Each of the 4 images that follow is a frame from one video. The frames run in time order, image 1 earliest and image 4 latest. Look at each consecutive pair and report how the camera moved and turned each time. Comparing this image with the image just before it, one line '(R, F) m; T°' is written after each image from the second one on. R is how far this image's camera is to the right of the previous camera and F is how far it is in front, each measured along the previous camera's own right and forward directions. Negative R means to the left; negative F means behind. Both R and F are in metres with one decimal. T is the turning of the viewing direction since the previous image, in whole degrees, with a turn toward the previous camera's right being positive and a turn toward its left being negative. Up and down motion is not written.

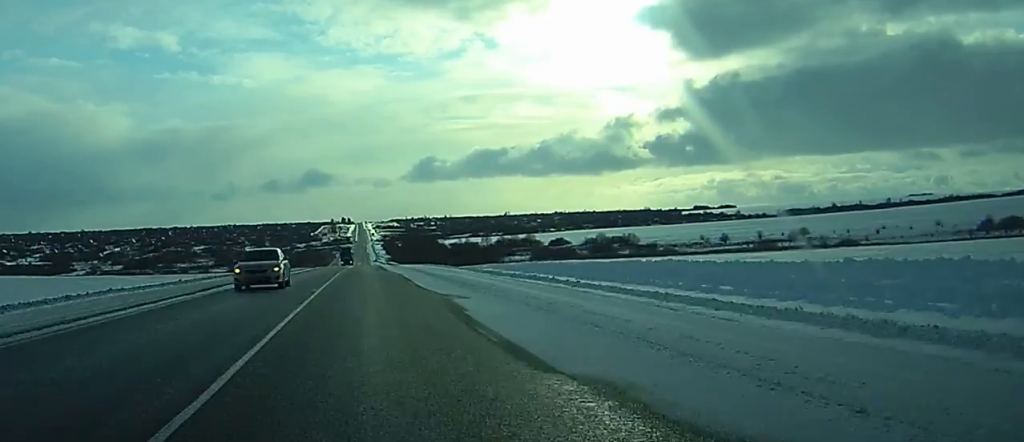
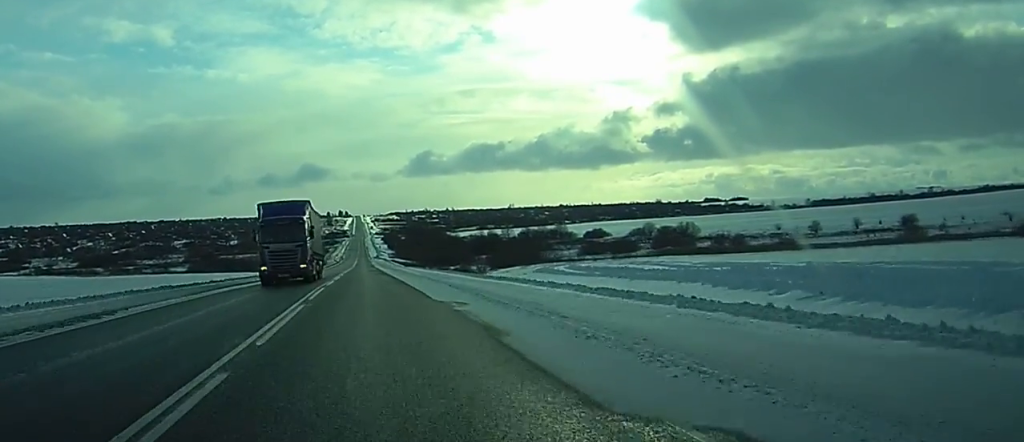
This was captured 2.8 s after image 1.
(+0.3, +83.7) m; 0°
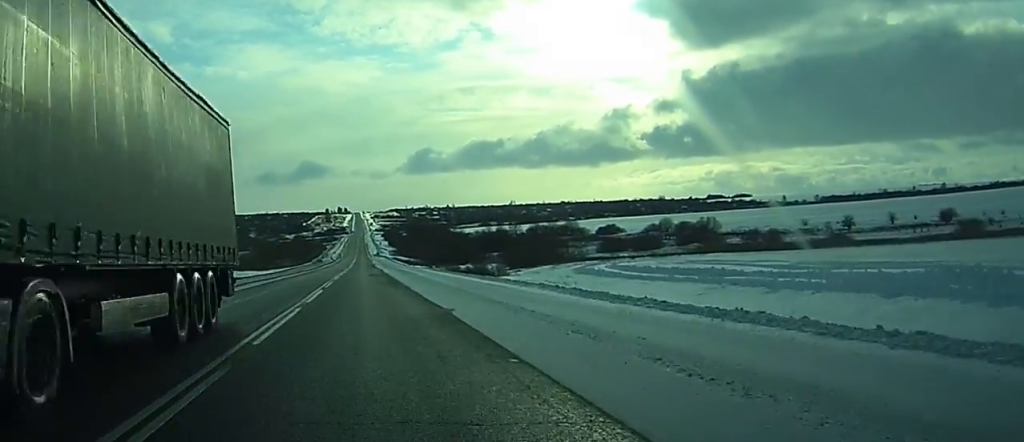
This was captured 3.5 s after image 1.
(-0.1, +23.5) m; 0°
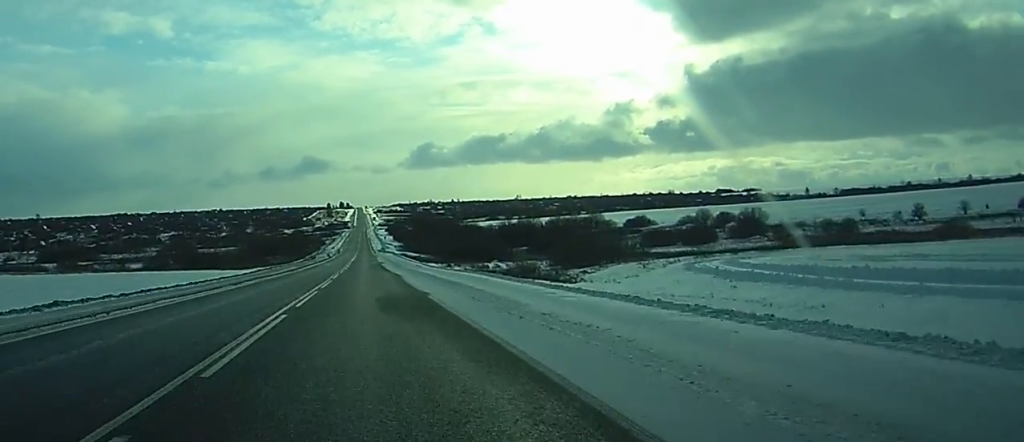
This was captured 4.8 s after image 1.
(+0.2, +39.3) m; 0°
